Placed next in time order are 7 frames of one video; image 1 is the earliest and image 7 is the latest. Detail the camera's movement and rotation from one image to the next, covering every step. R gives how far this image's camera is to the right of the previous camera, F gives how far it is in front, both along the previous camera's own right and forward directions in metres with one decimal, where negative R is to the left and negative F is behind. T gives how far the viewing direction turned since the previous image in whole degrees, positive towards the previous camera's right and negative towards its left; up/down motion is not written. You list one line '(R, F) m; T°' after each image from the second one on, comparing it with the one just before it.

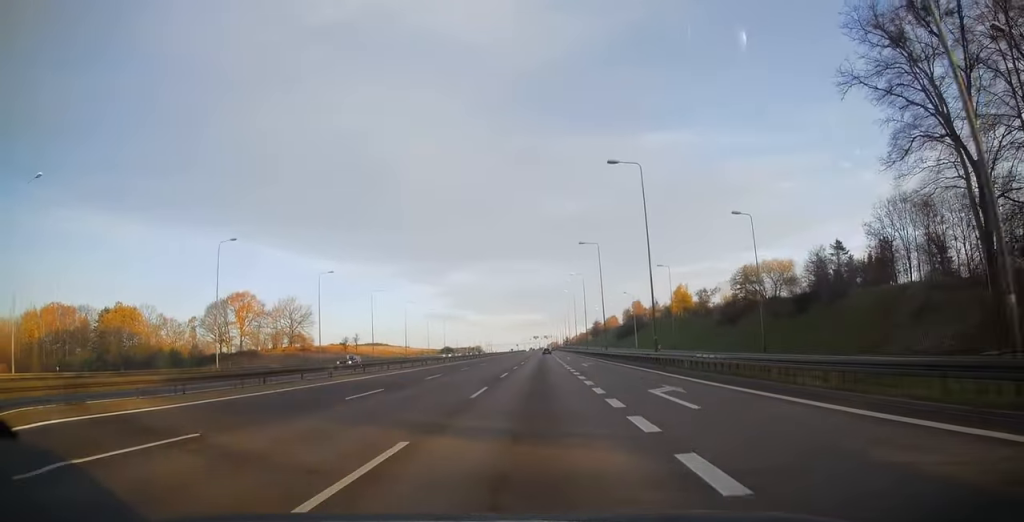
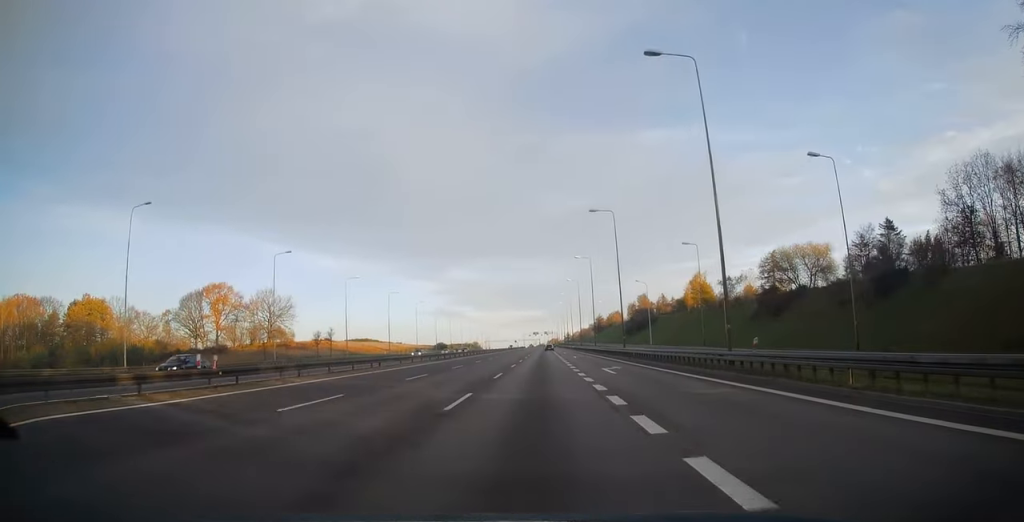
(0.0, +16.4) m; 0°
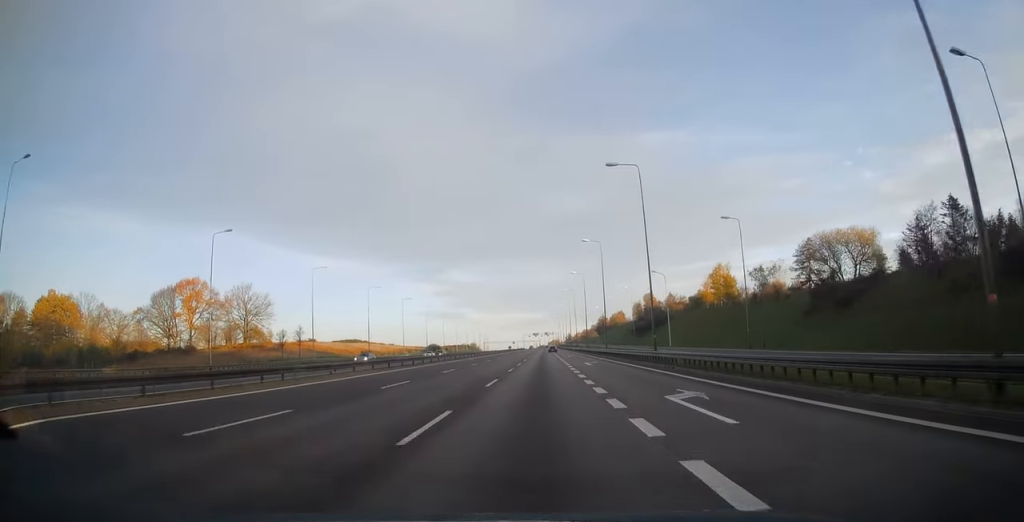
(0.0, +15.9) m; 0°
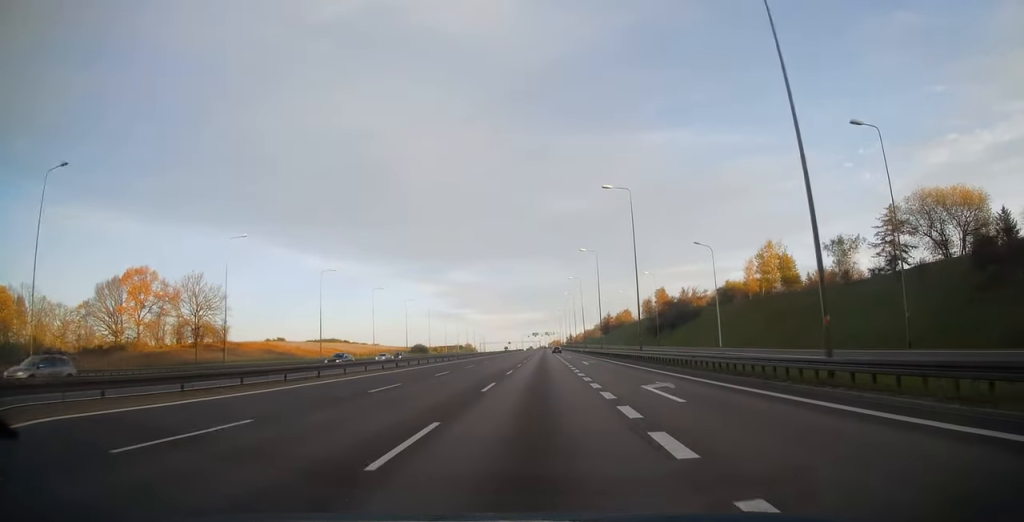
(0.0, +25.9) m; 0°
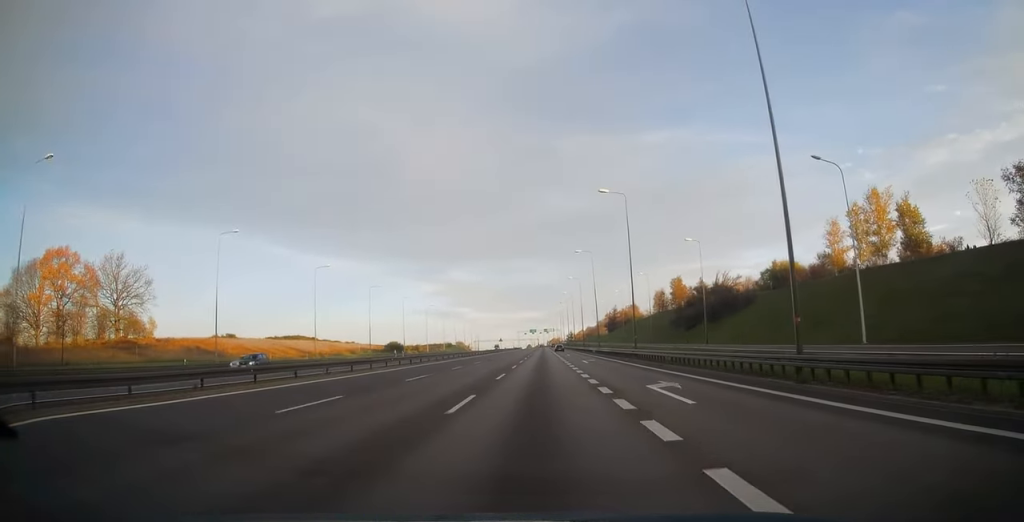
(0.0, +30.6) m; 0°
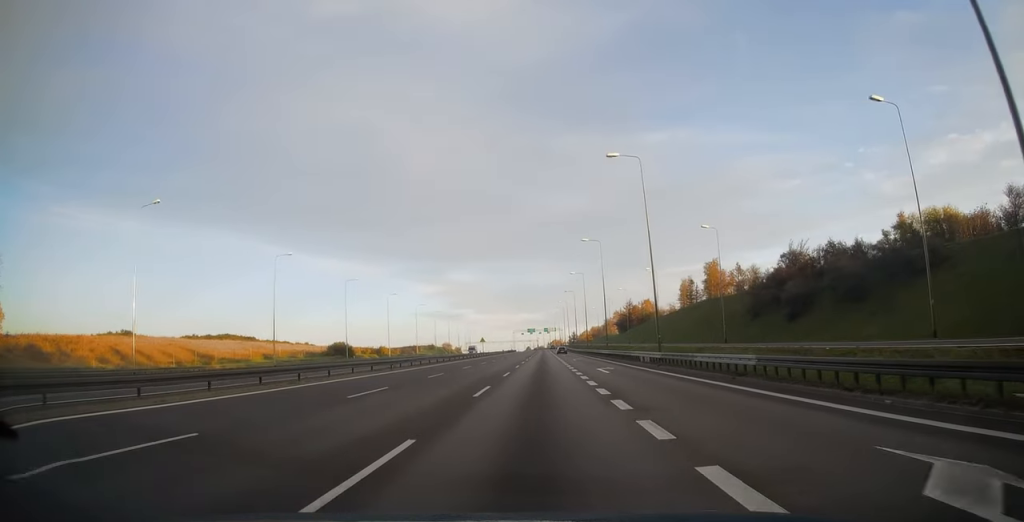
(0.0, +43.4) m; 0°
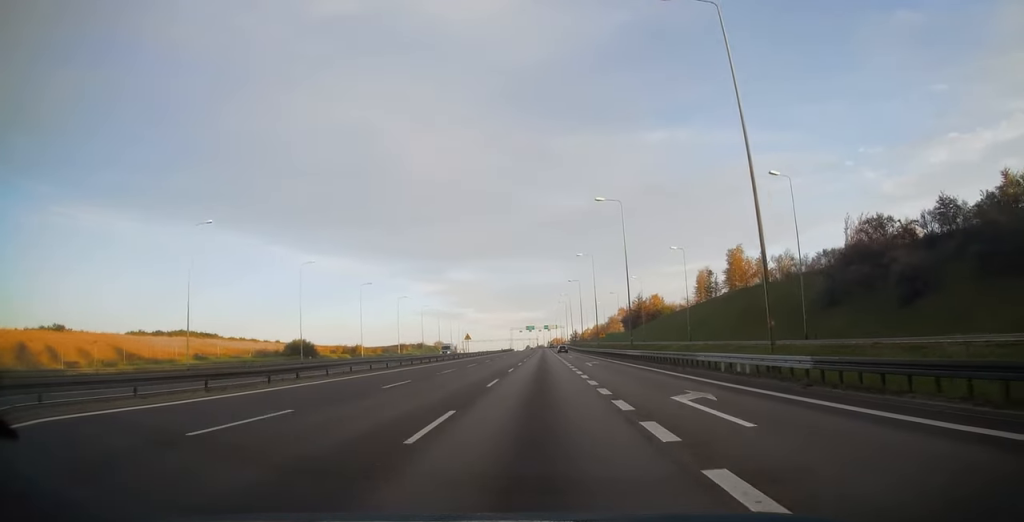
(0.0, +20.1) m; 0°
